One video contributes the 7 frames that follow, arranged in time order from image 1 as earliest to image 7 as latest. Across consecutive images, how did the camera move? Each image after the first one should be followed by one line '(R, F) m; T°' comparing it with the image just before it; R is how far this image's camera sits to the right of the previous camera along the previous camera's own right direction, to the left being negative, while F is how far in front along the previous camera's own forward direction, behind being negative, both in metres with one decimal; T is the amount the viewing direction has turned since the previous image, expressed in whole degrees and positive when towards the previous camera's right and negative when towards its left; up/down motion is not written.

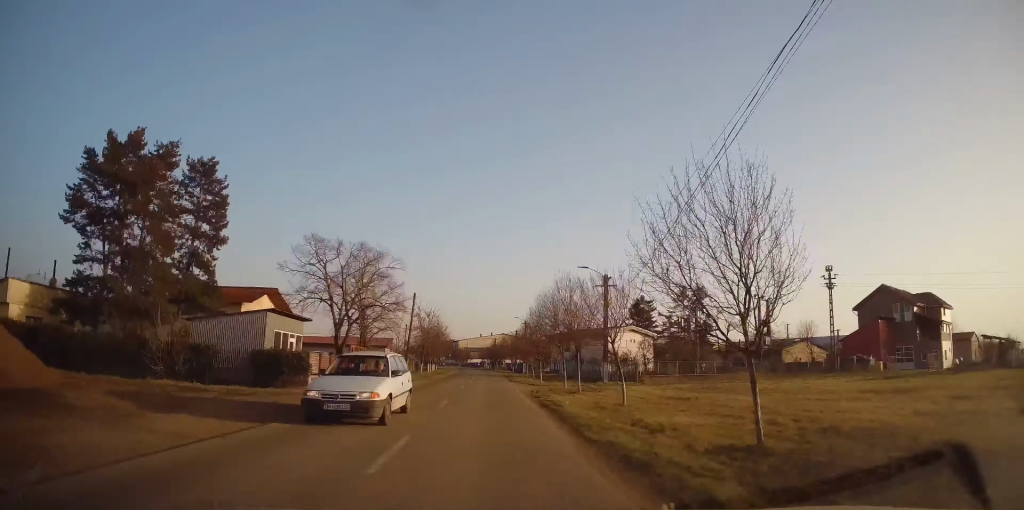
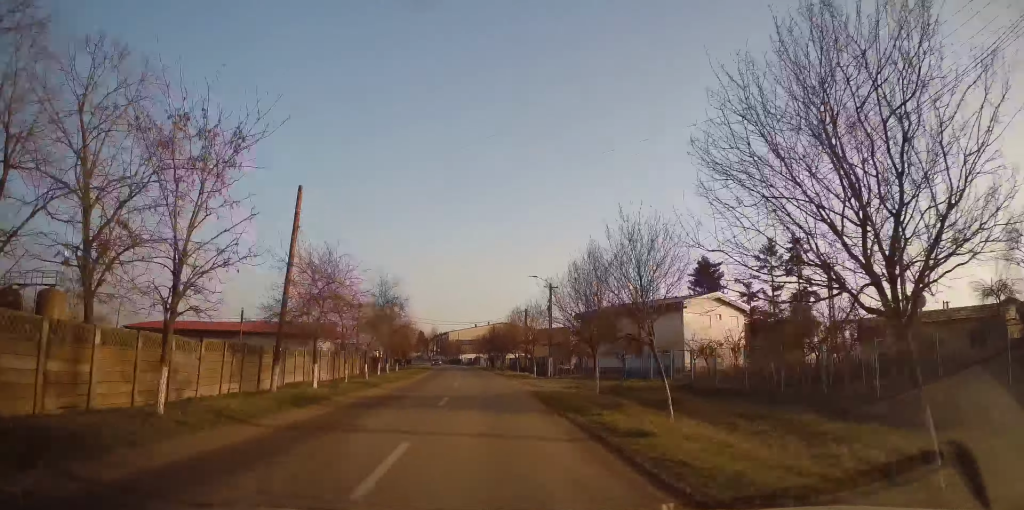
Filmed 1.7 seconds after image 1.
(+0.1, +35.3) m; 0°
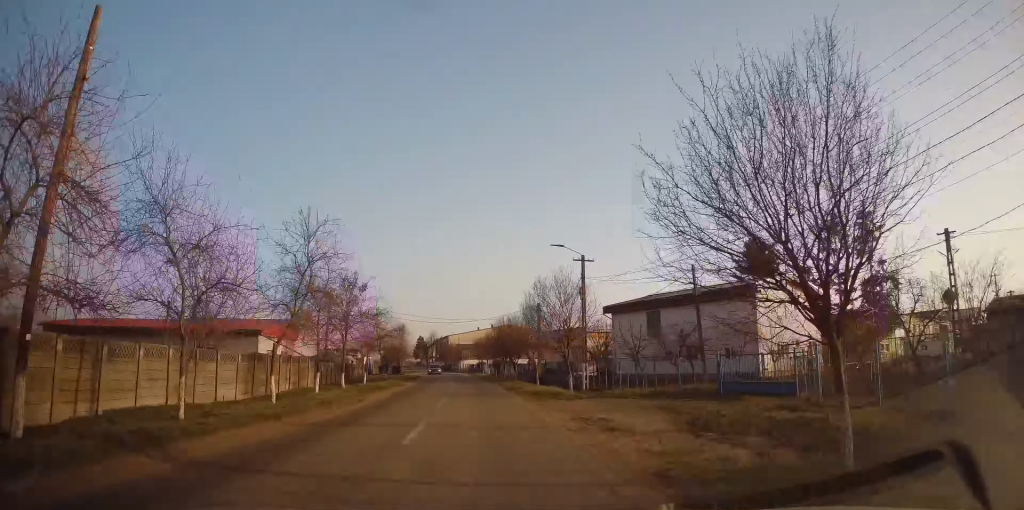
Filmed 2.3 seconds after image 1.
(+0.1, +14.4) m; 0°
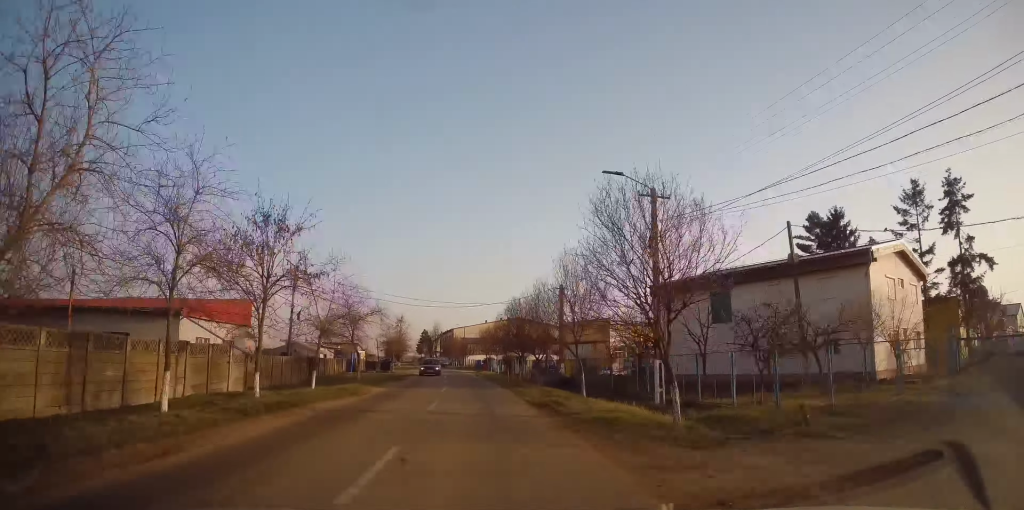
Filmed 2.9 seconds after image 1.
(0.0, +12.3) m; 0°
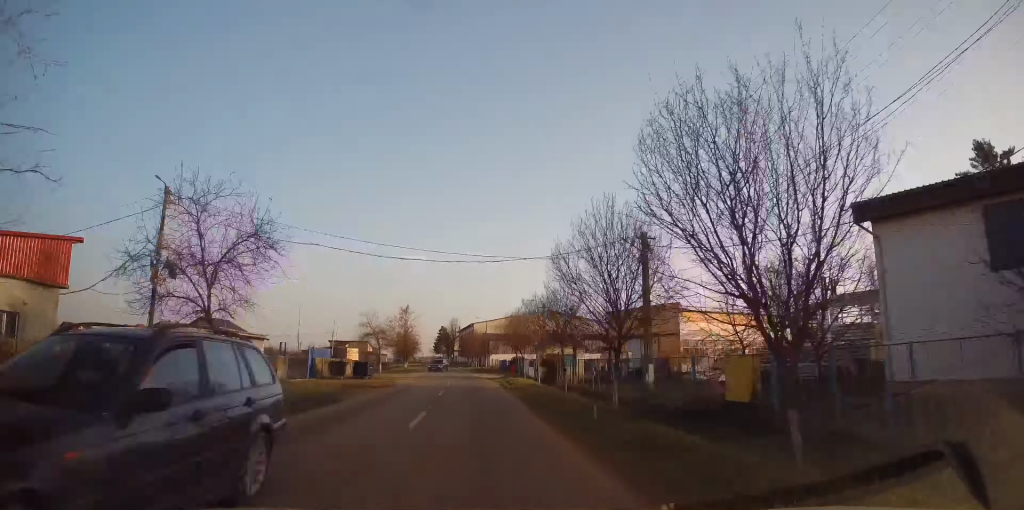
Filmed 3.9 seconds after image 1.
(-0.2, +21.1) m; -1°
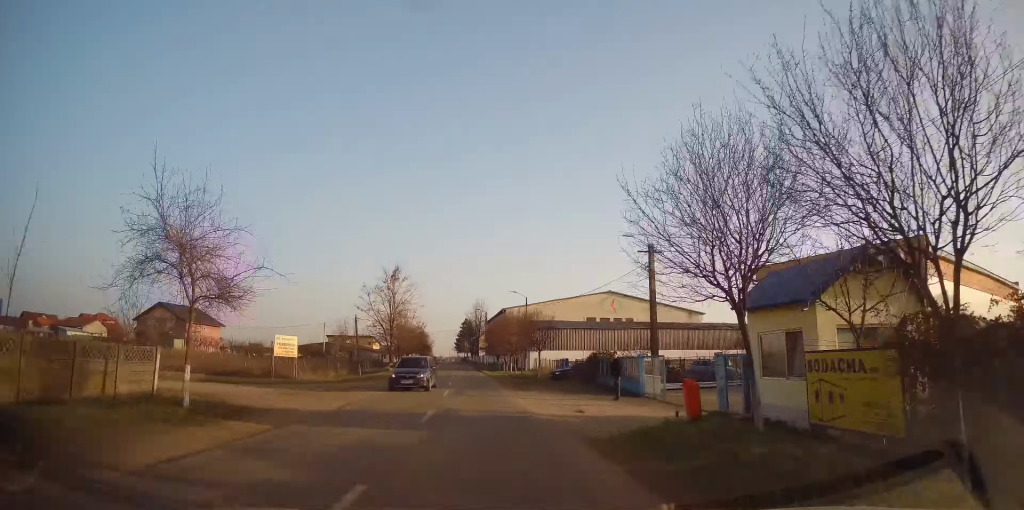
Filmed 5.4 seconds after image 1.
(-1.2, +34.5) m; -5°
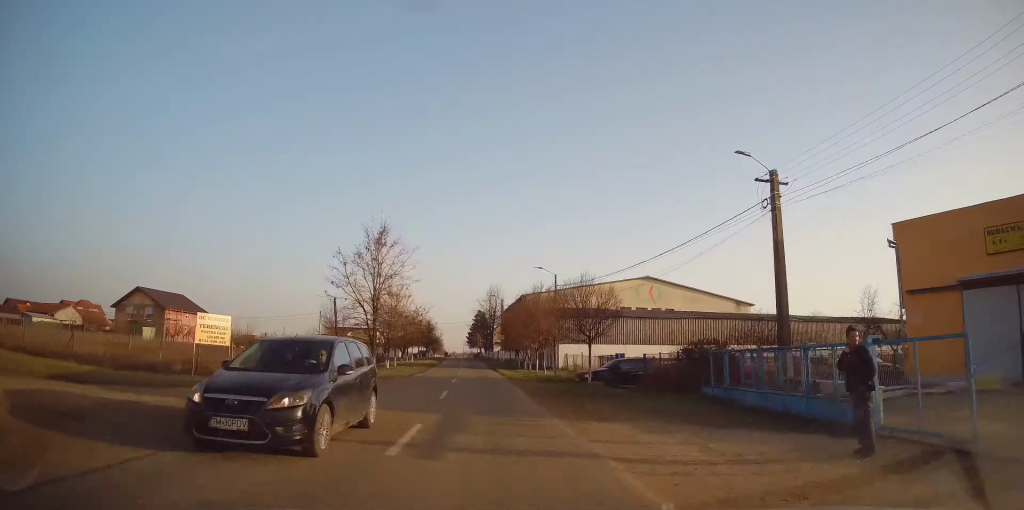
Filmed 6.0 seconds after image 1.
(-0.2, +13.3) m; -1°
